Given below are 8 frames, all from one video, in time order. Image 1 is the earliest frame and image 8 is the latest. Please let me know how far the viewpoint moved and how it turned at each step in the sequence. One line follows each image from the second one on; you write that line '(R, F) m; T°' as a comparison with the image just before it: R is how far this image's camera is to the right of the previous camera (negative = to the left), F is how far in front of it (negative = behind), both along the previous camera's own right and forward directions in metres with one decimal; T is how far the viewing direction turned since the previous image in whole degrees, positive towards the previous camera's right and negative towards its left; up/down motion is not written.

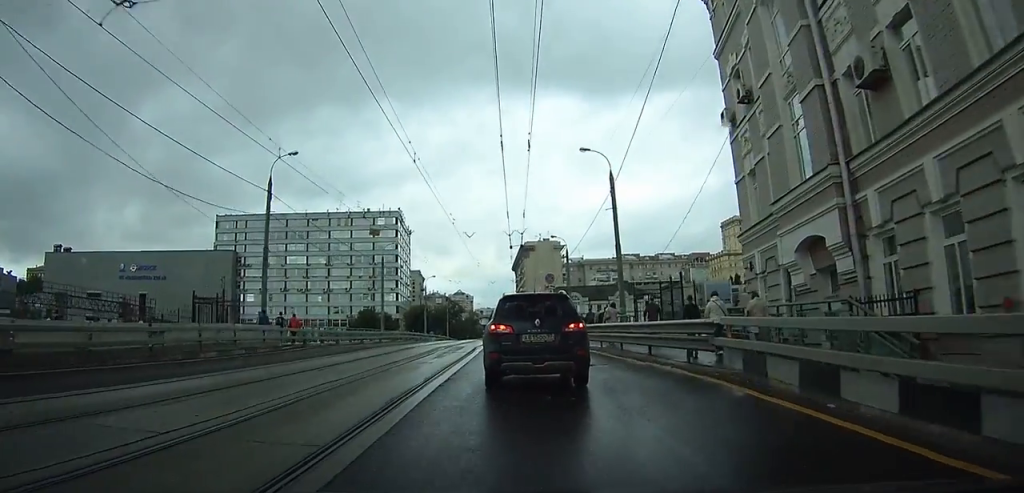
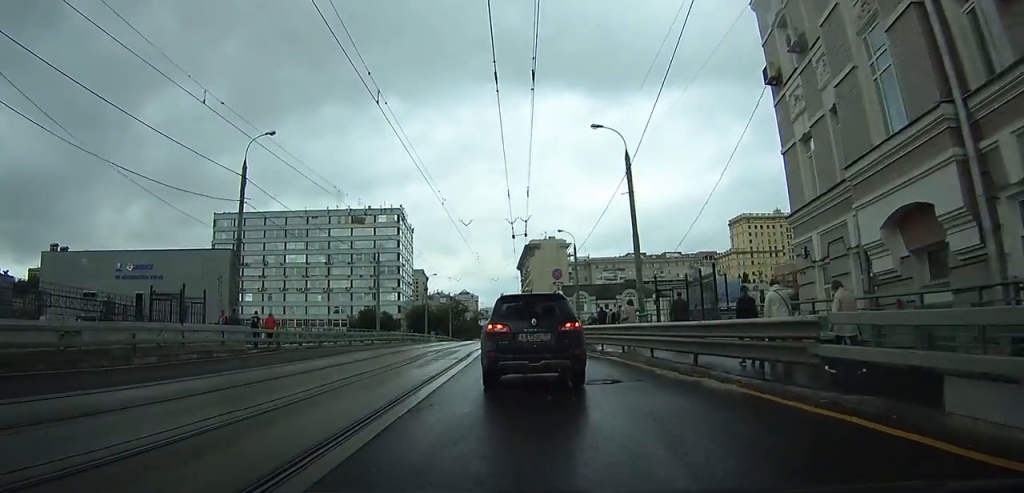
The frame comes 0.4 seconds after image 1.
(0.0, +4.1) m; 0°
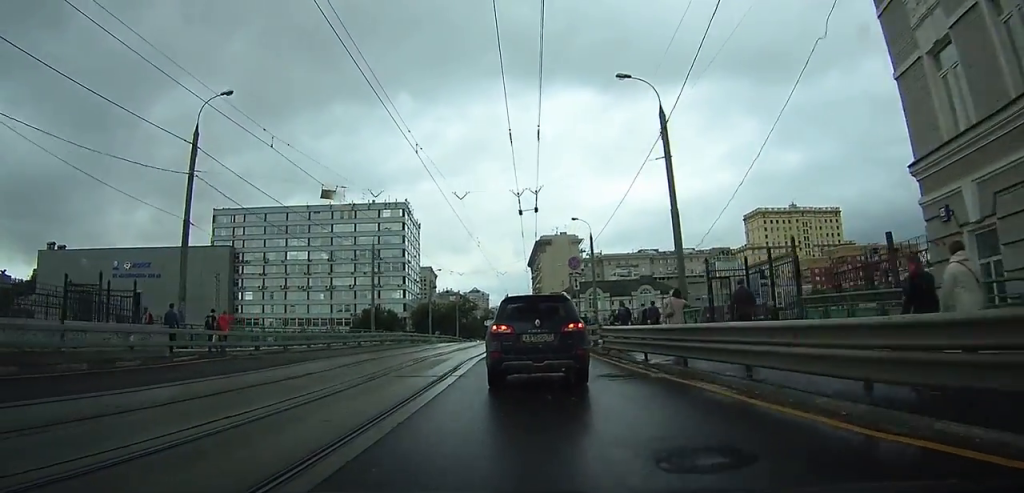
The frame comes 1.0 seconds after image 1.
(+0.1, +6.2) m; 0°
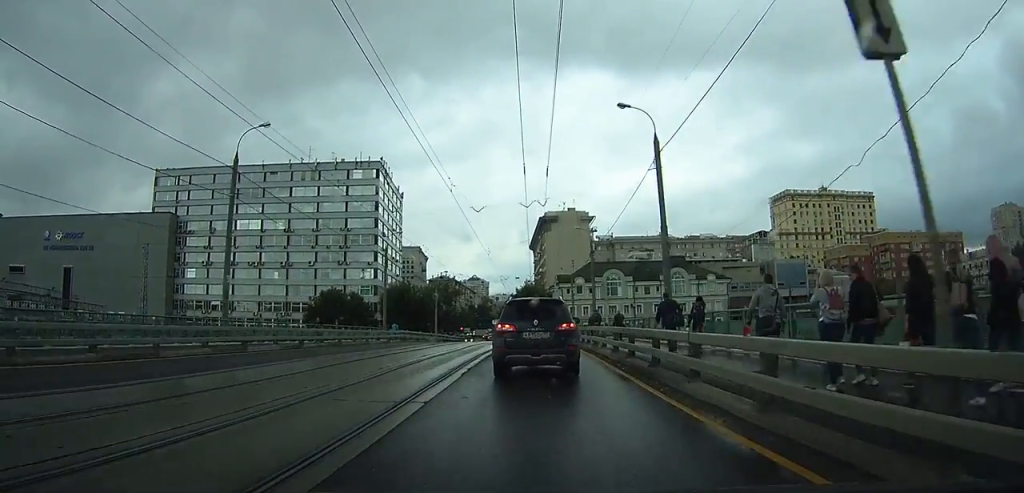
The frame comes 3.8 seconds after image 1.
(+0.9, +28.9) m; +1°
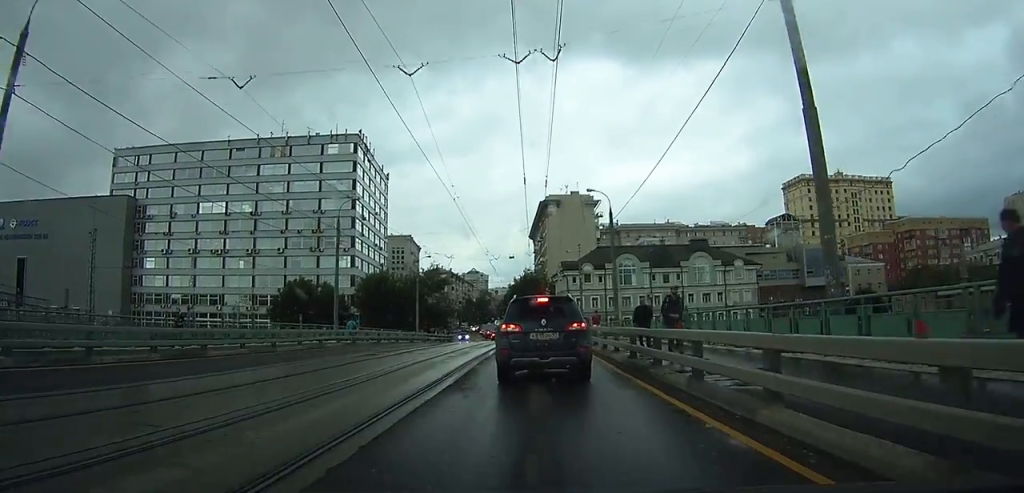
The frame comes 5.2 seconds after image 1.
(-0.5, +14.1) m; -2°
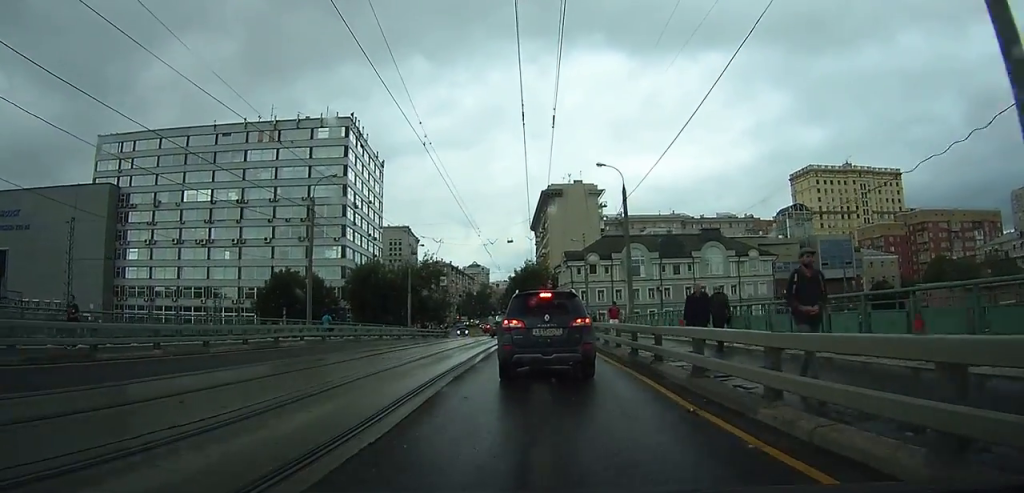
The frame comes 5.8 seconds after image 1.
(+0.1, +5.8) m; +1°
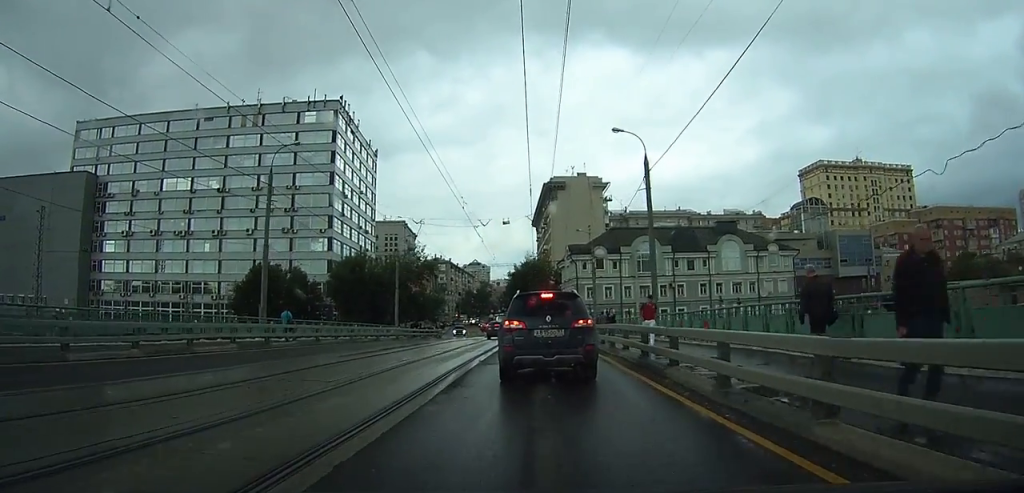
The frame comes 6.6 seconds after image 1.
(+0.1, +7.4) m; +1°
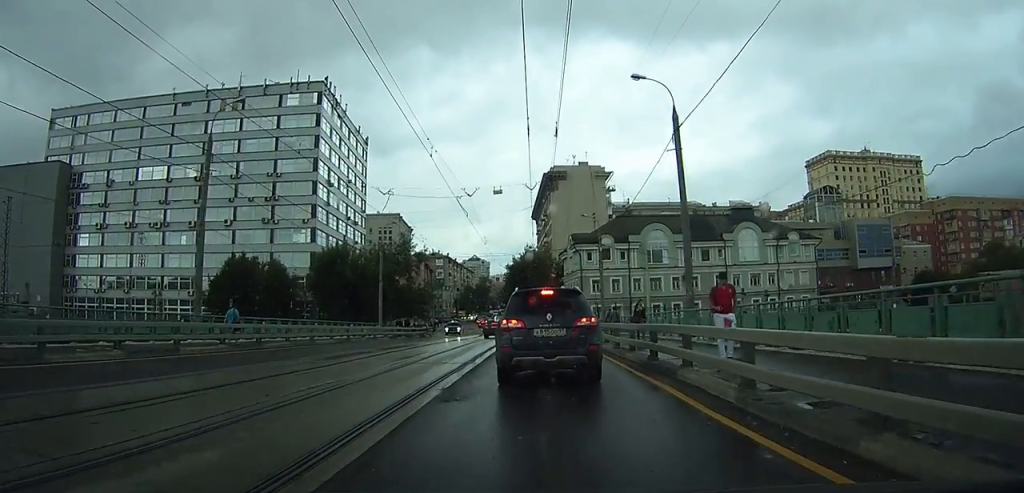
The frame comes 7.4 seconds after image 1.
(0.0, +6.9) m; +1°
